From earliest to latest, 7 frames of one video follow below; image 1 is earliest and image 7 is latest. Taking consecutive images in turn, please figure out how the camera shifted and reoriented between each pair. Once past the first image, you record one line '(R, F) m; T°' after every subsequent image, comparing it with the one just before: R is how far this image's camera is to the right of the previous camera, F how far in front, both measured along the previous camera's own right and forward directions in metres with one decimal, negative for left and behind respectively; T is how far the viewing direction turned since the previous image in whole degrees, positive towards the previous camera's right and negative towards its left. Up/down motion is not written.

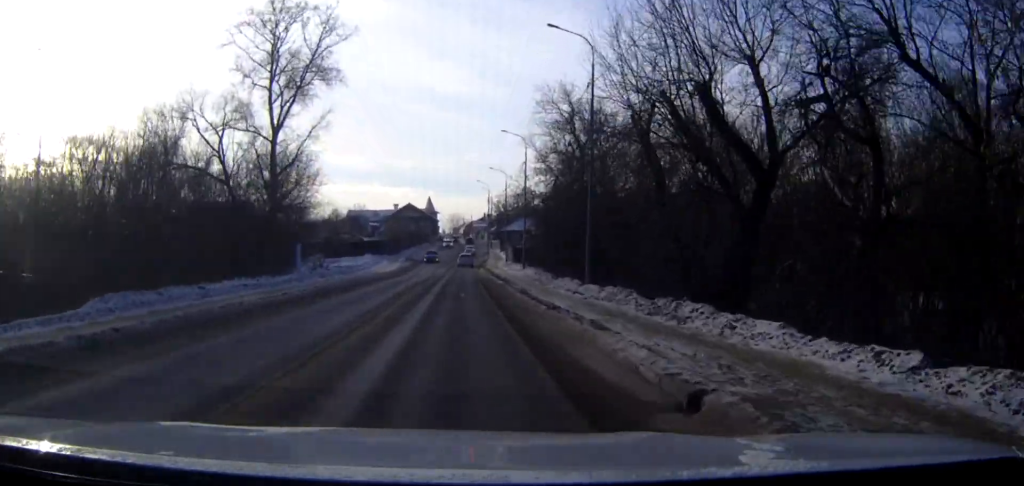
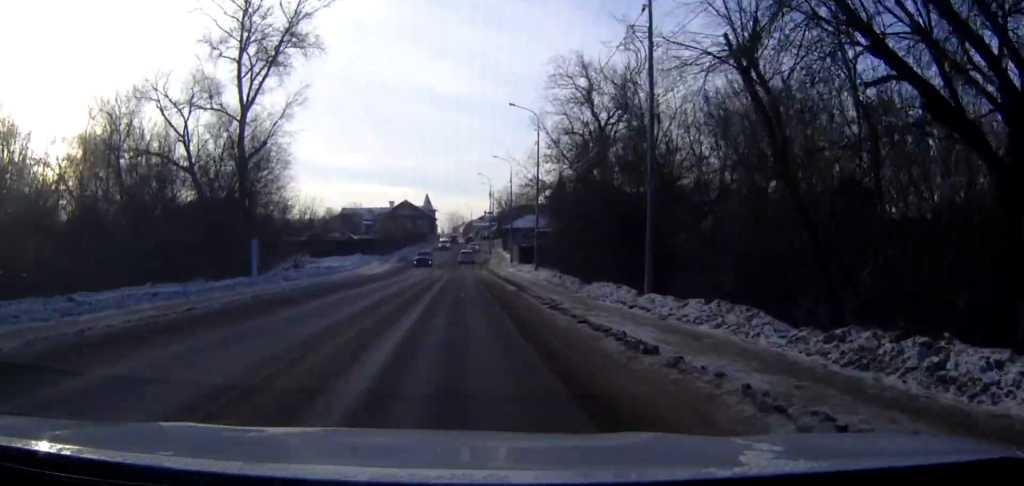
(0.0, +9.5) m; 0°
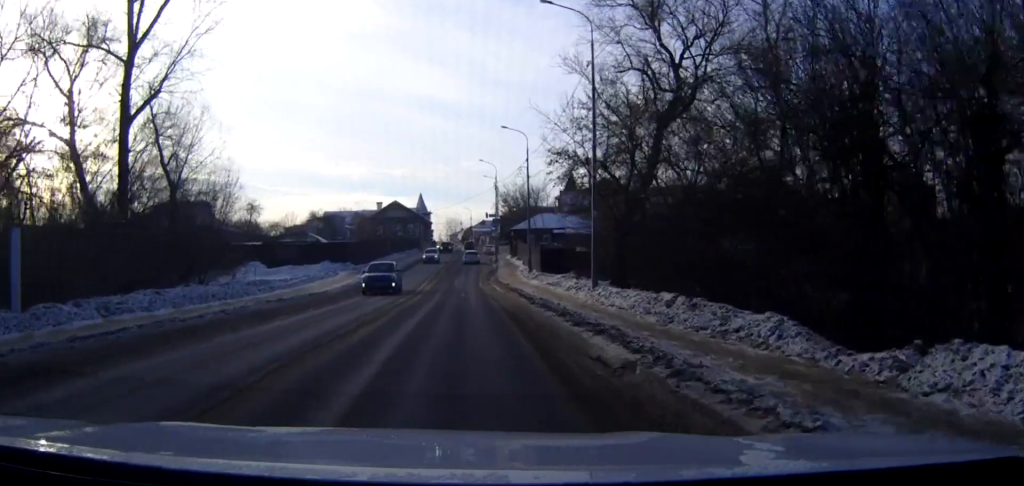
(0.0, +21.2) m; 0°
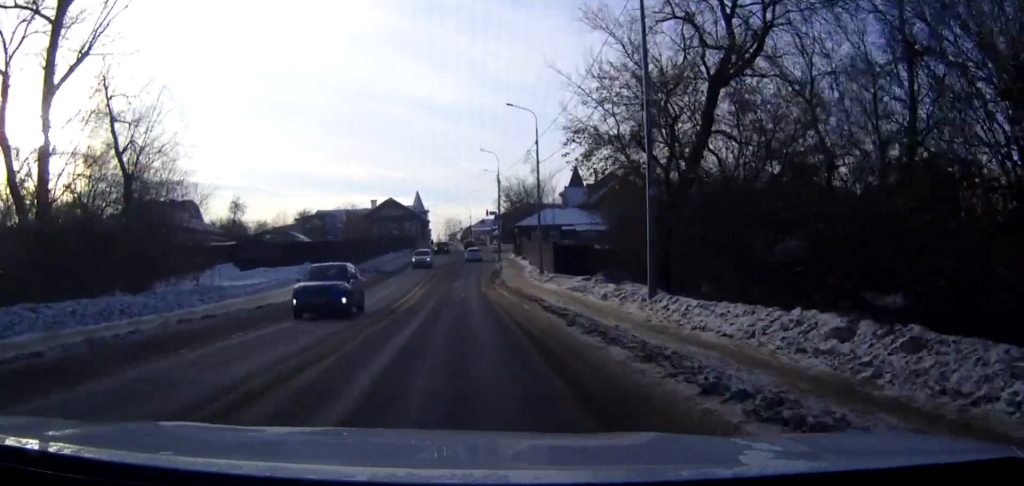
(0.0, +8.1) m; 0°
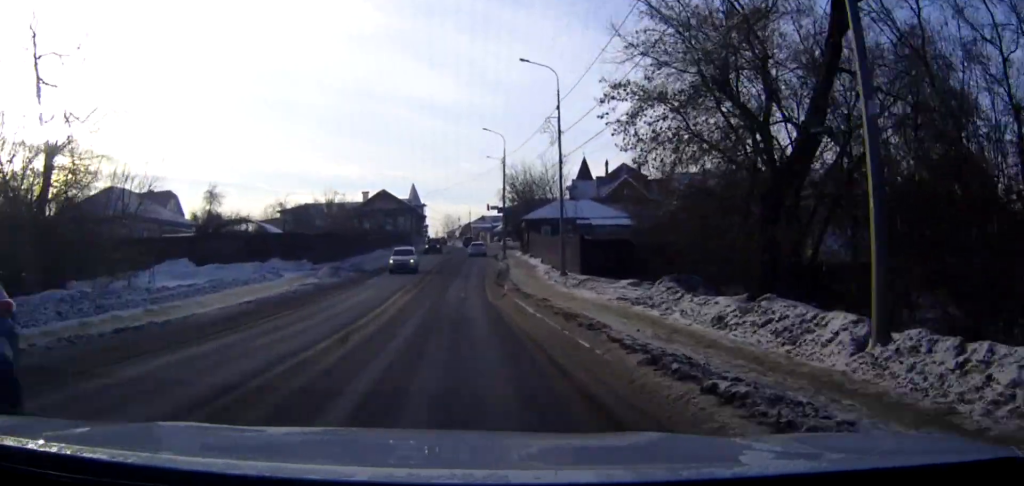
(0.0, +10.5) m; 0°
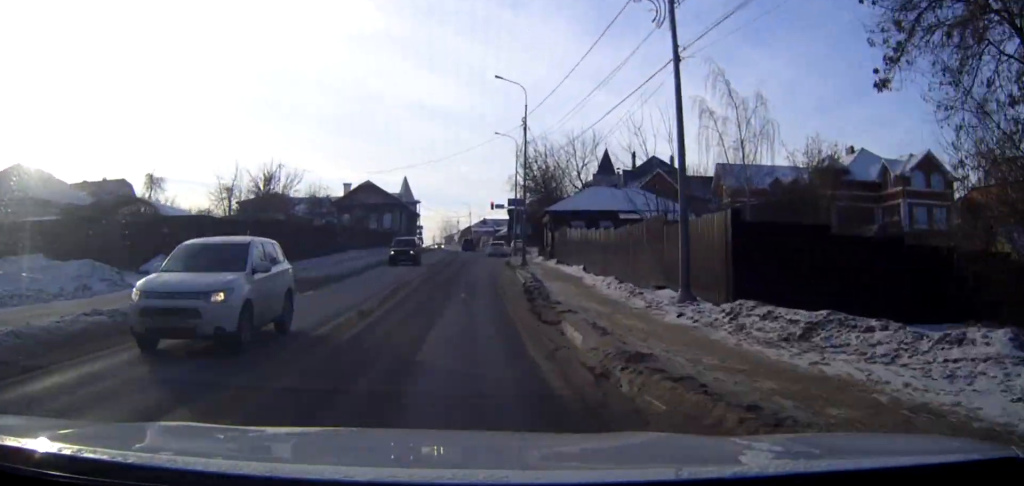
(0.0, +19.5) m; 0°
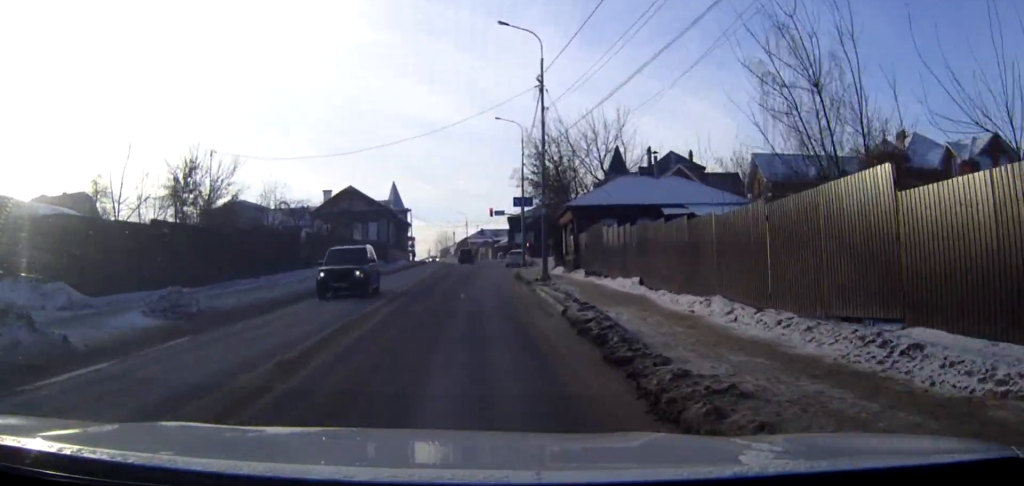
(0.0, +12.0) m; 0°
